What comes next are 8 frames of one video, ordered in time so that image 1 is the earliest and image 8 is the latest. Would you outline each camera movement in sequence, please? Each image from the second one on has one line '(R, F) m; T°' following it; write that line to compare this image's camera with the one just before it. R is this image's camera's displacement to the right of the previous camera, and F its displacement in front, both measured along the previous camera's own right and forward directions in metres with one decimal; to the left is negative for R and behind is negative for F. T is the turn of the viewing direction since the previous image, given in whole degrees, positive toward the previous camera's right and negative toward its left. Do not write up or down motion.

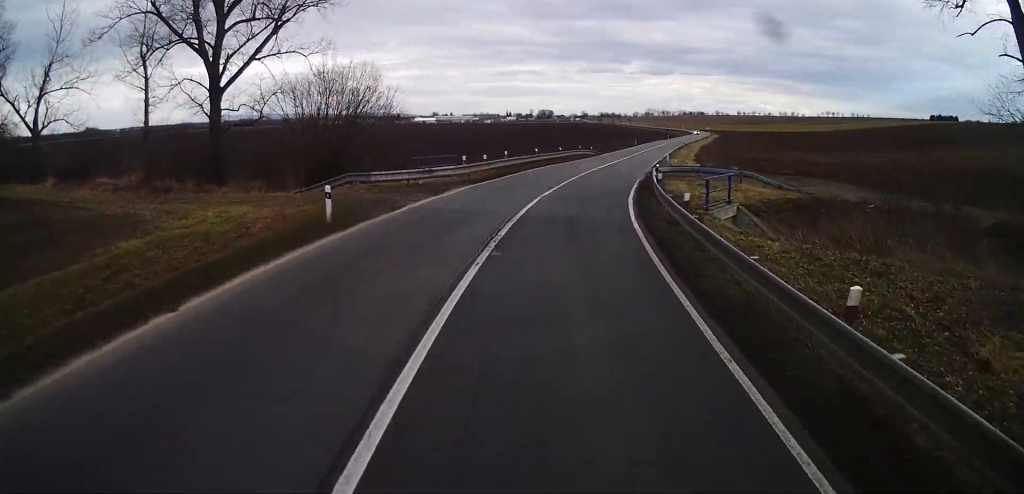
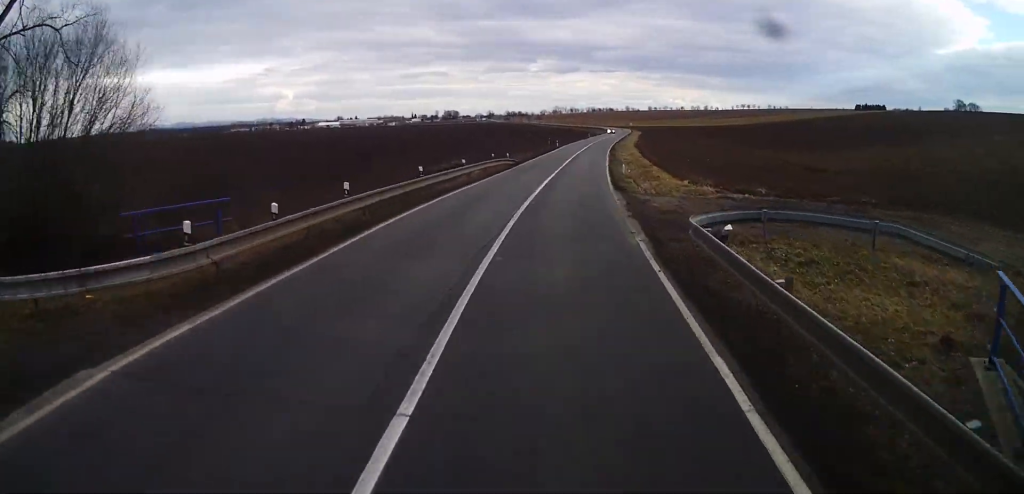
(+1.1, +16.7) m; +11°
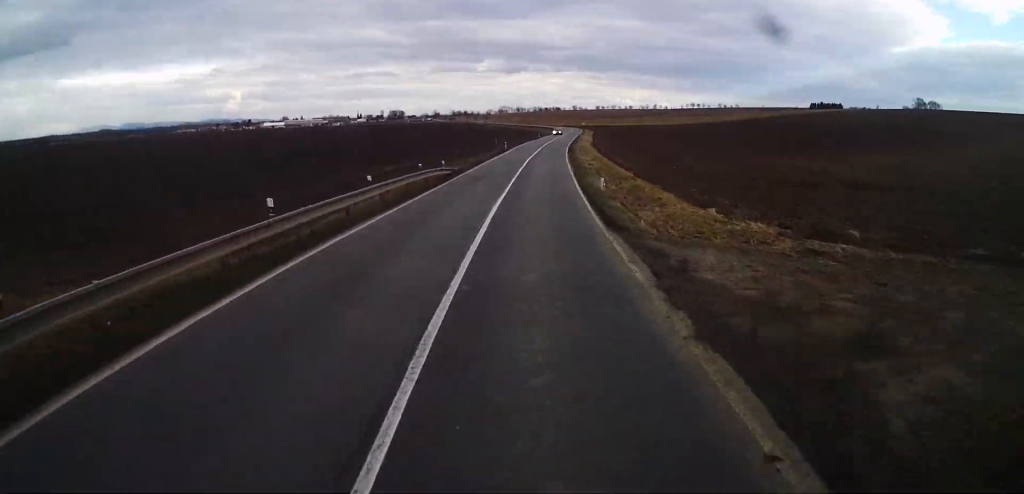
(+0.7, +9.8) m; +7°
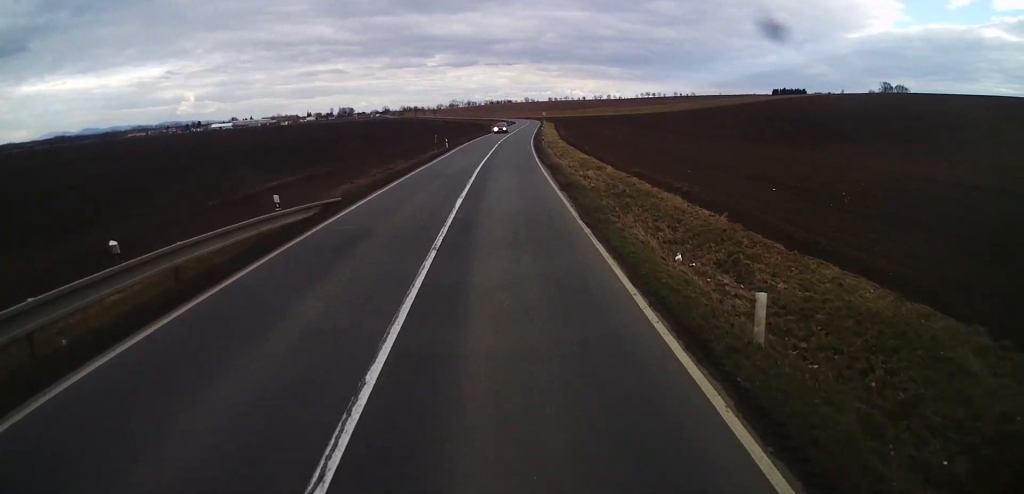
(+1.4, +19.0) m; +7°
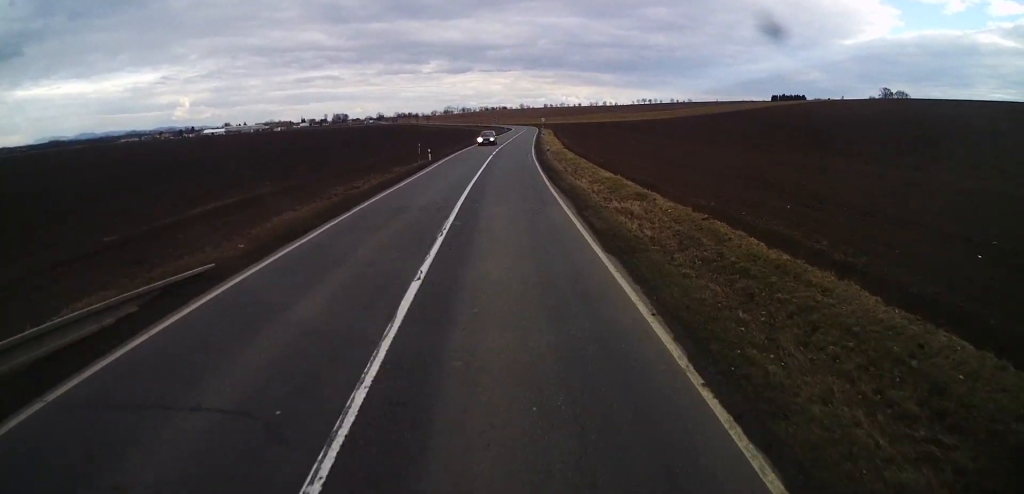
(+0.1, +9.2) m; +2°
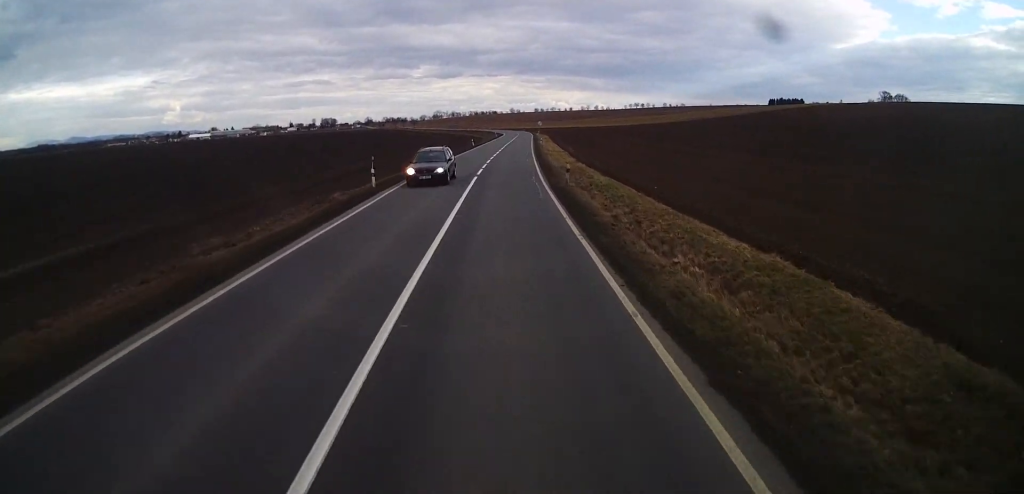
(+0.6, +16.4) m; +3°
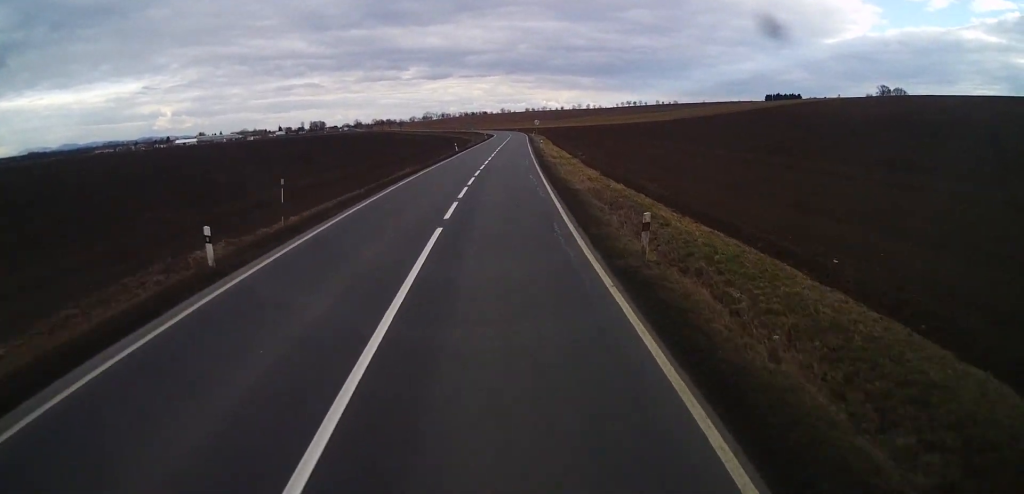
(+0.2, +14.6) m; 0°
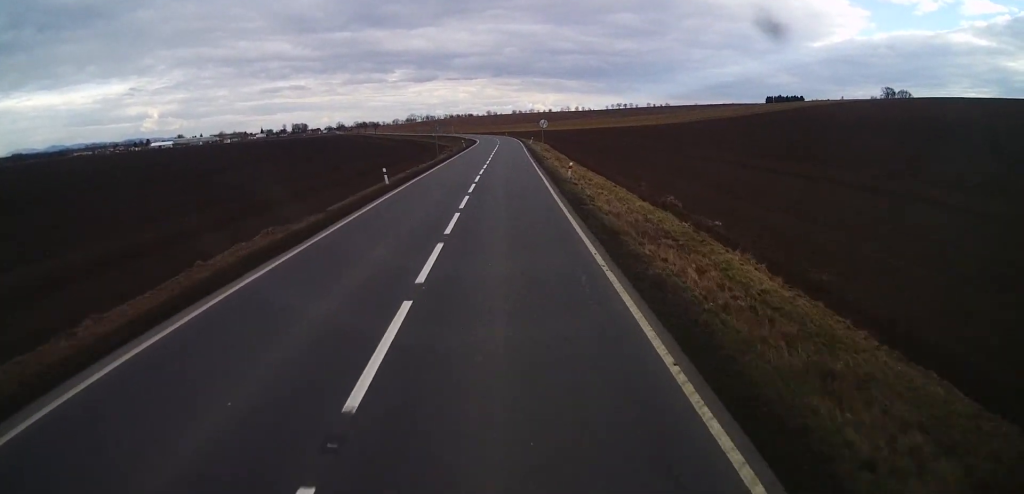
(0.0, +31.9) m; +1°
